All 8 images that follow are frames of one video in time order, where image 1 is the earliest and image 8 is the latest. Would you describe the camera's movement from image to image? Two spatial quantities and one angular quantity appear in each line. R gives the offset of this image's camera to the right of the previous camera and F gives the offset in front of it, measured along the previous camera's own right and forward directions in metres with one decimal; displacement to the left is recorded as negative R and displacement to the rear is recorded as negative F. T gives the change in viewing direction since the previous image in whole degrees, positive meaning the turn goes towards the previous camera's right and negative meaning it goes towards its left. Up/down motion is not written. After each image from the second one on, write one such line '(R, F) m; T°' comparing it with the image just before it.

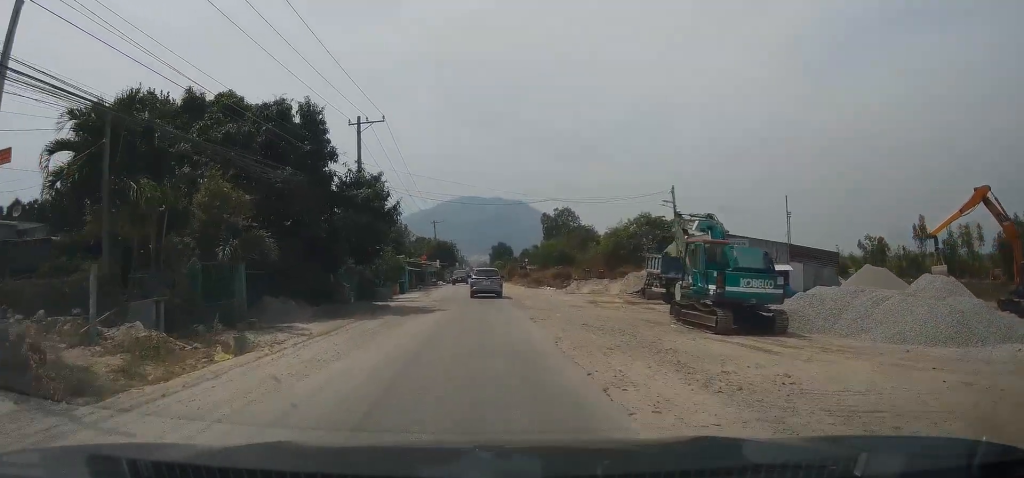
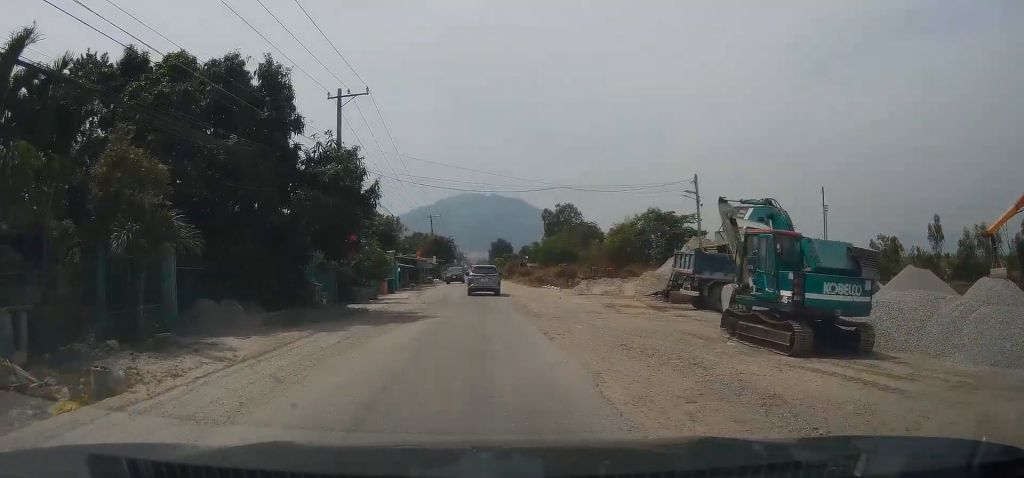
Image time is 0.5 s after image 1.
(-0.2, +5.0) m; 0°
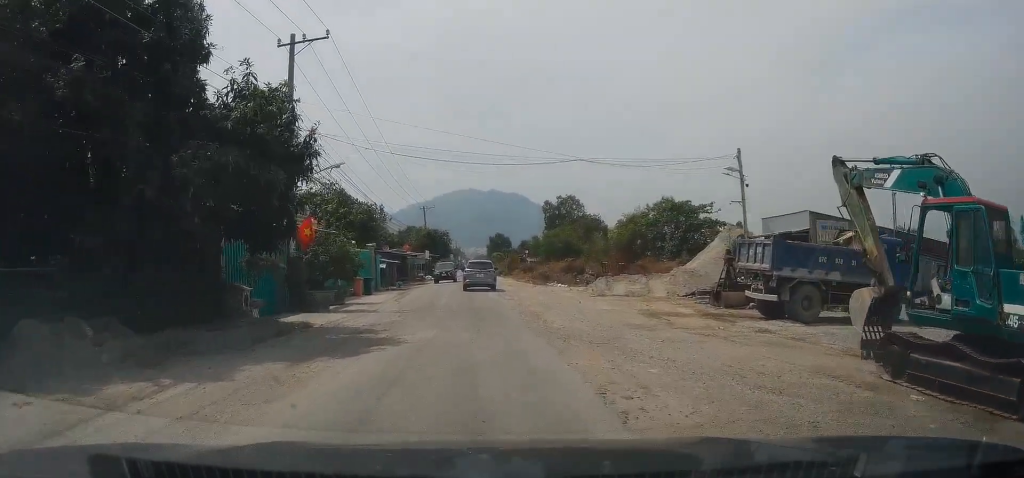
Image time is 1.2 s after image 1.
(0.0, +7.6) m; 0°
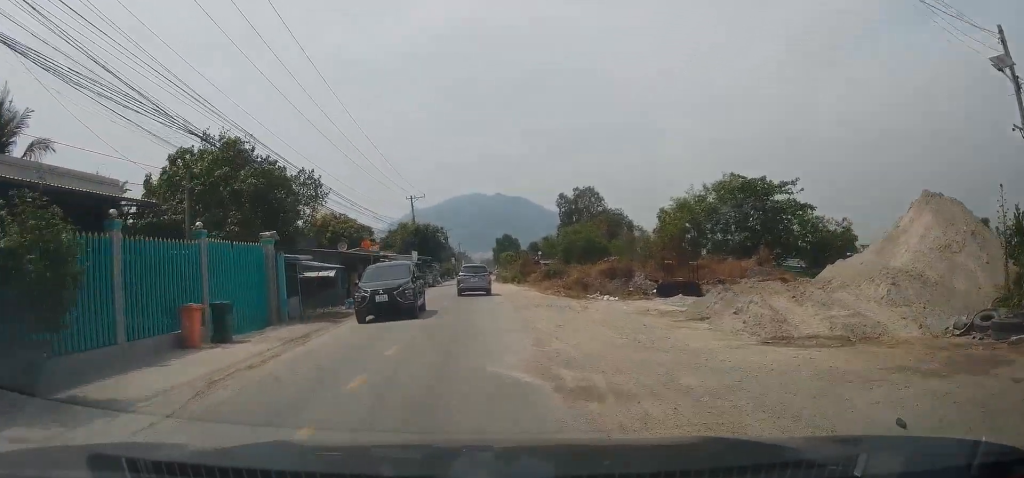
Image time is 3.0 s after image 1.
(-0.3, +19.9) m; -2°
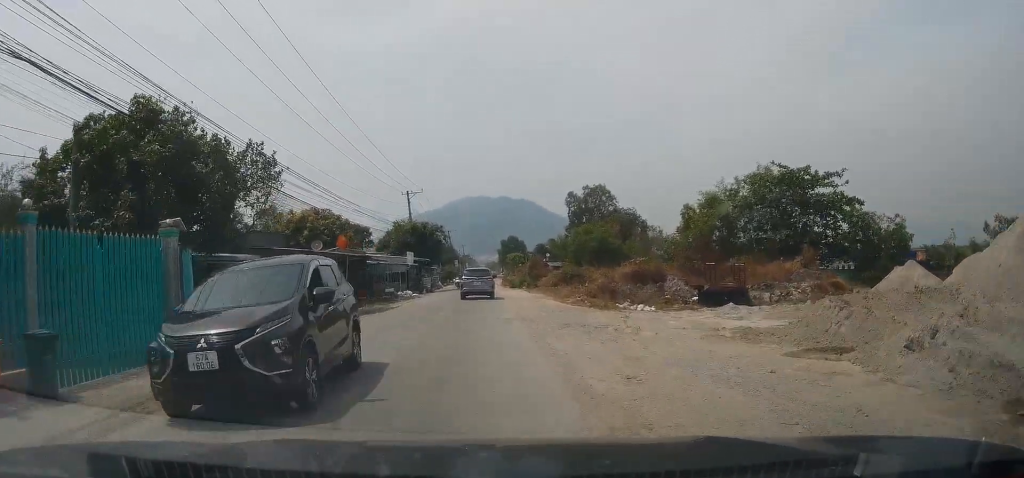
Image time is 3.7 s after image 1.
(-0.1, +7.3) m; +2°
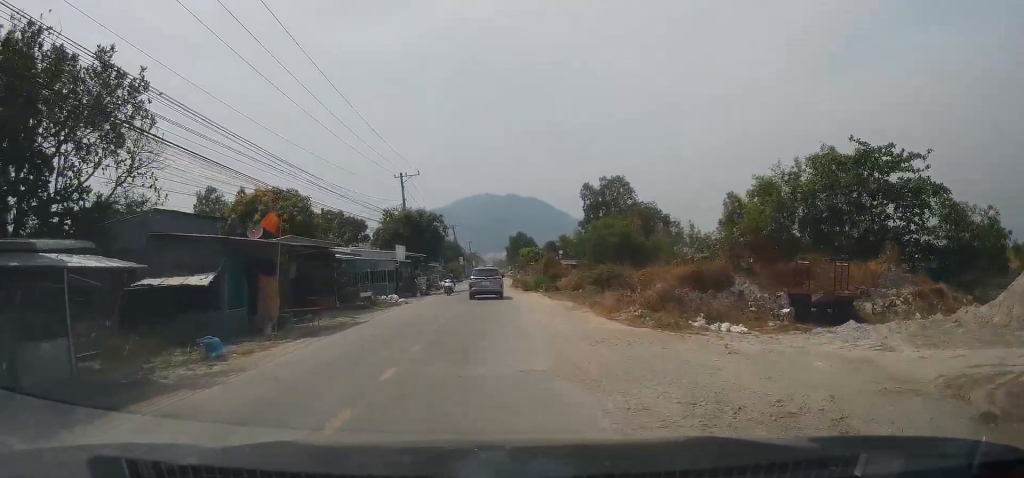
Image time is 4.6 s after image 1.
(+0.4, +10.0) m; 0°
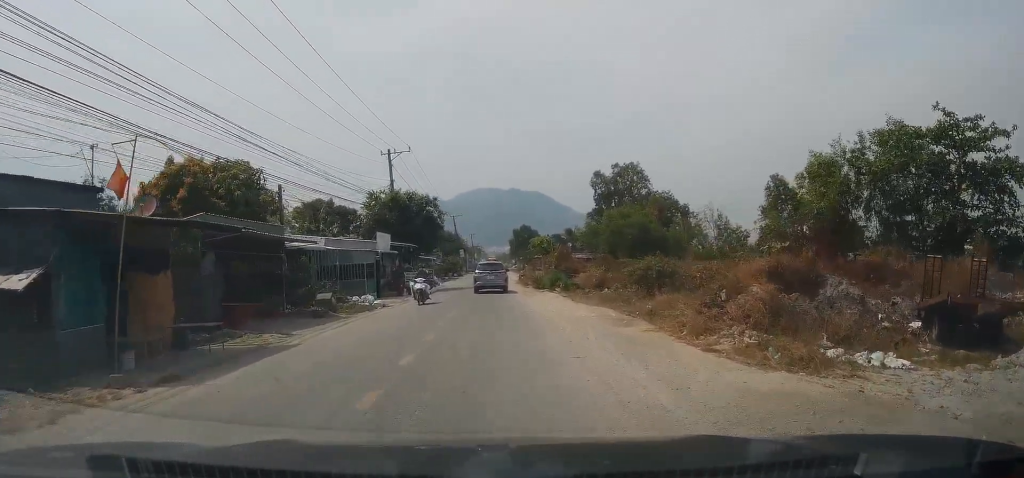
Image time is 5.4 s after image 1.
(-0.2, +8.1) m; -2°
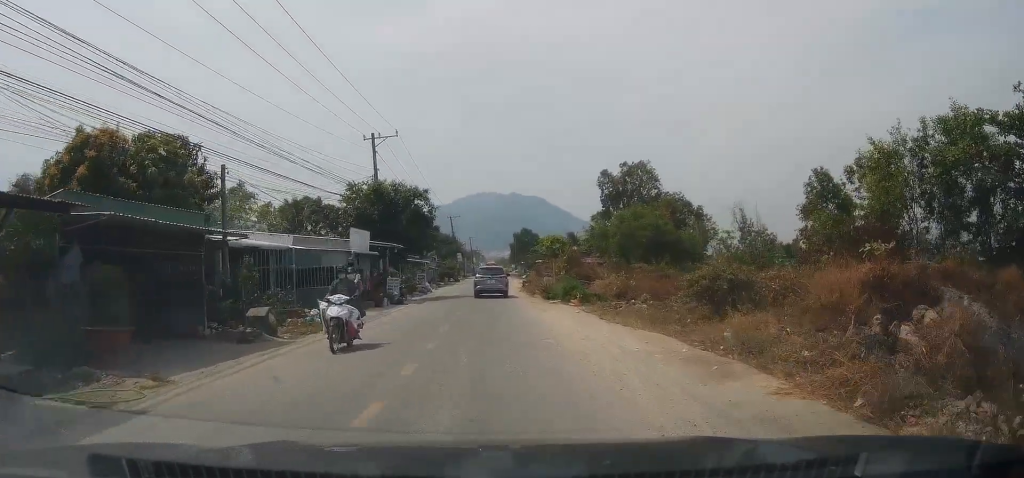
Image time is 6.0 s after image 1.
(-0.1, +6.4) m; -1°
